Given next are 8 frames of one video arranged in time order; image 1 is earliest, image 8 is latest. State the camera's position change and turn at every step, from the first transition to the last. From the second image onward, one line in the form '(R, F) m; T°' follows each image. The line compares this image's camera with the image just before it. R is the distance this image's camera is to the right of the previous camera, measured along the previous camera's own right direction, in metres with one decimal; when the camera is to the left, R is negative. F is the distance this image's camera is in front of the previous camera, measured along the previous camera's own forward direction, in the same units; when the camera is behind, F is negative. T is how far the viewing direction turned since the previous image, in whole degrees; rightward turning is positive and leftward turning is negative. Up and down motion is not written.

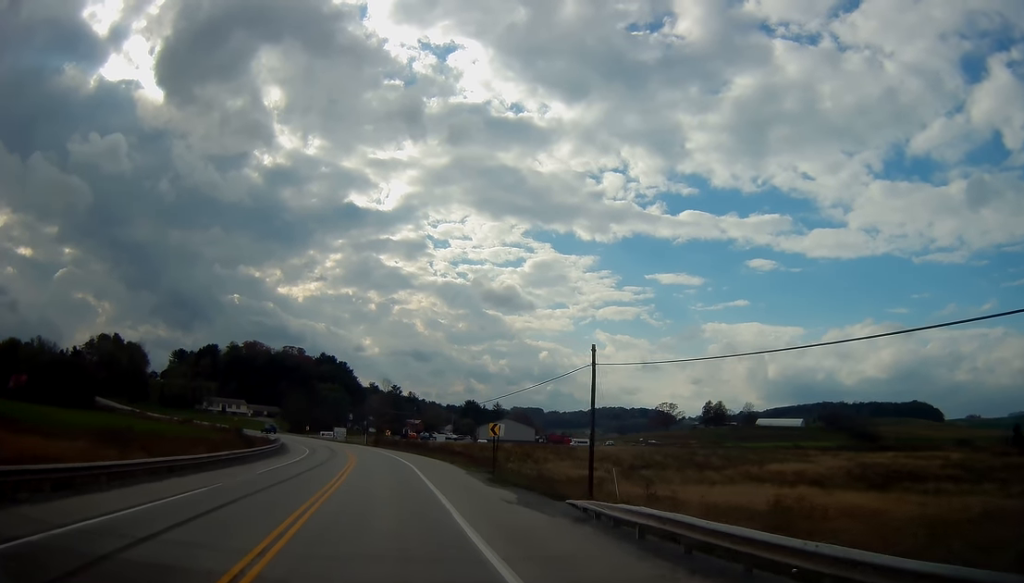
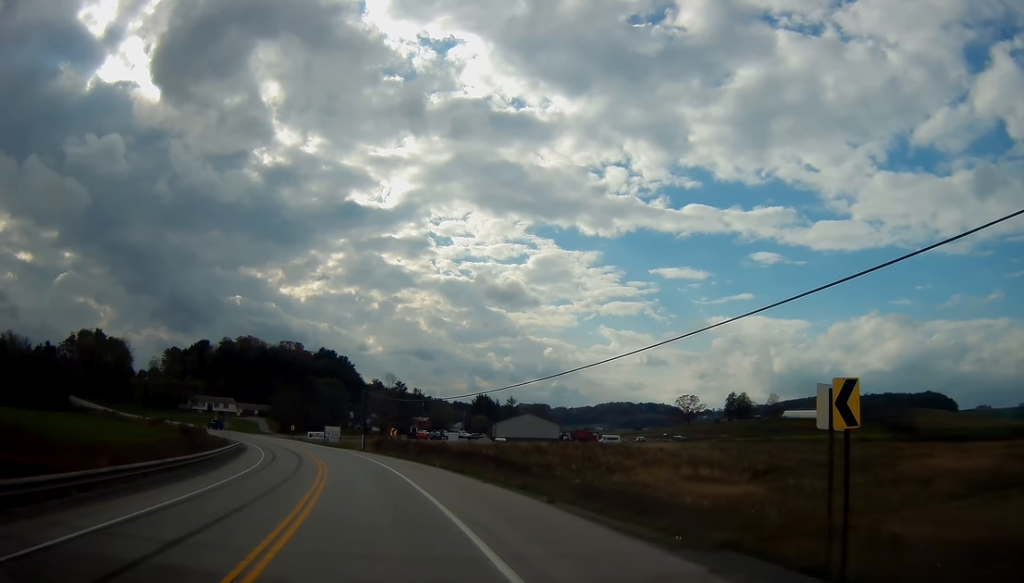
(-0.1, +25.8) m; 0°
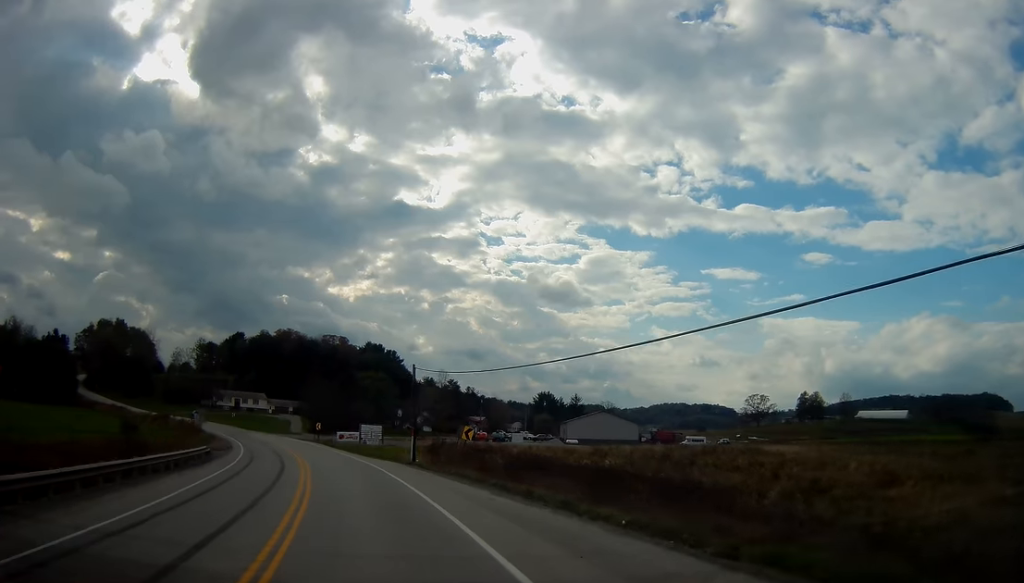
(-0.1, +25.2) m; -1°
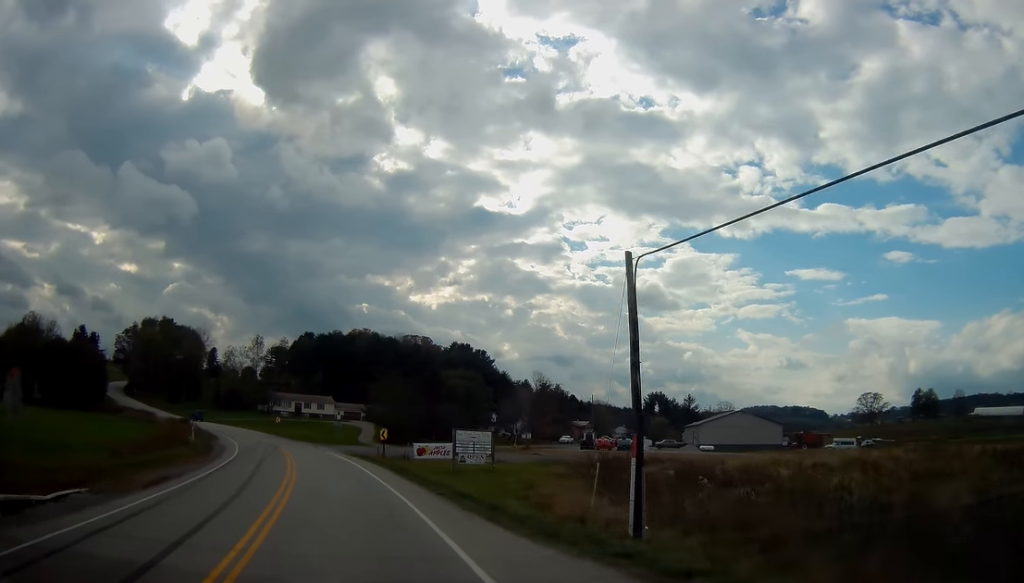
(-0.9, +30.2) m; -5°
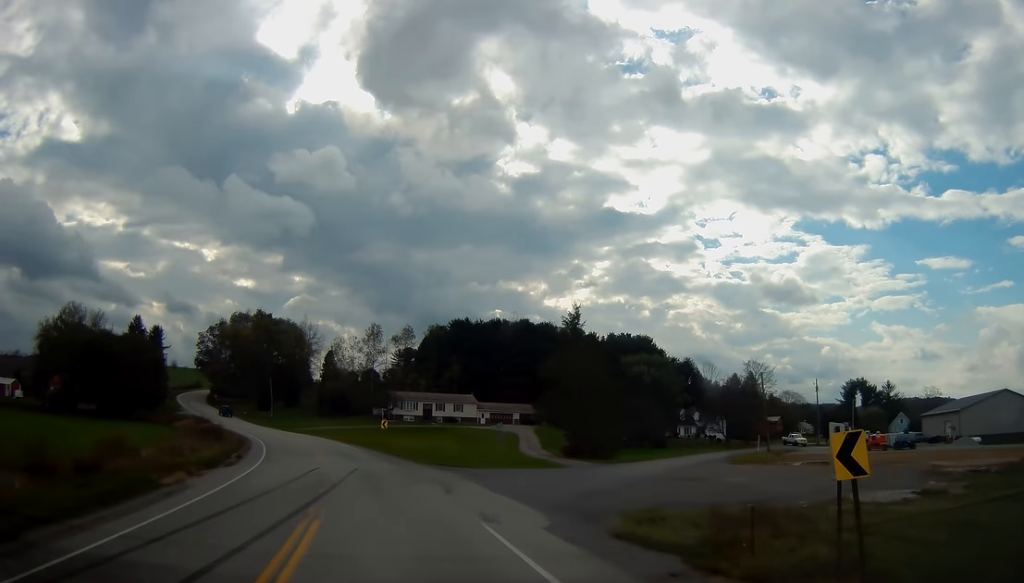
(-3.4, +39.2) m; -11°
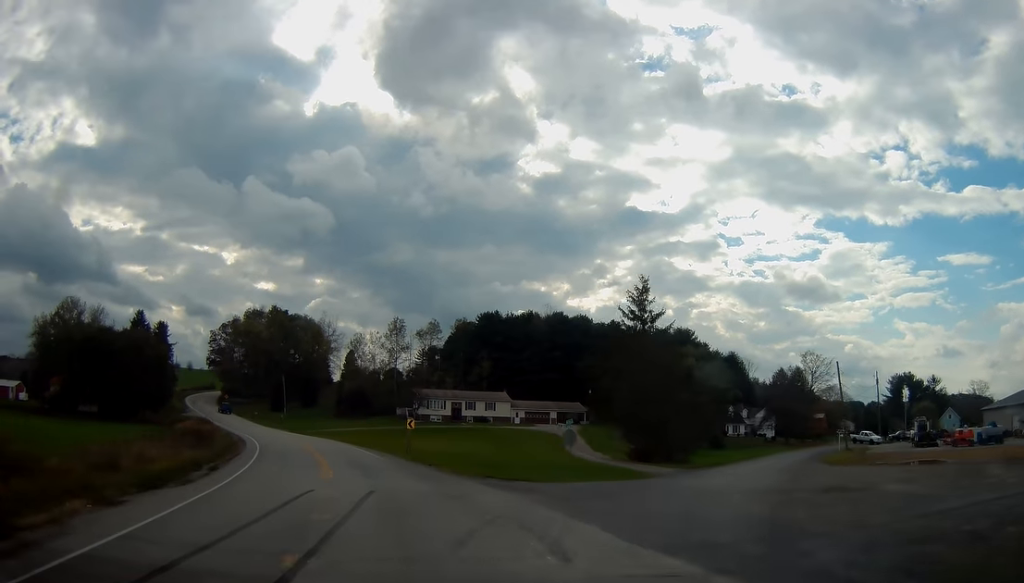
(-0.6, +10.8) m; -3°
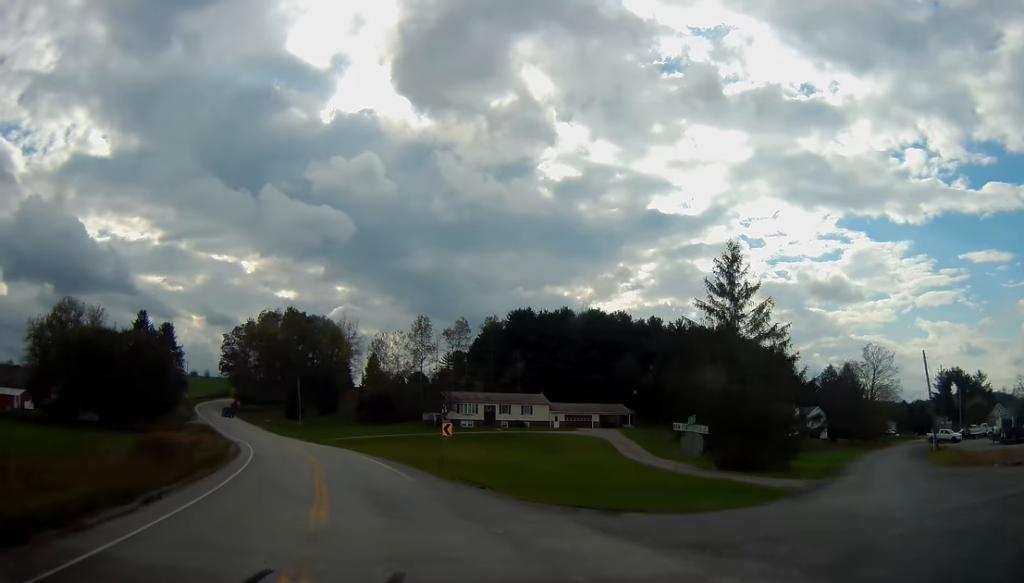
(-0.1, +10.1) m; -3°
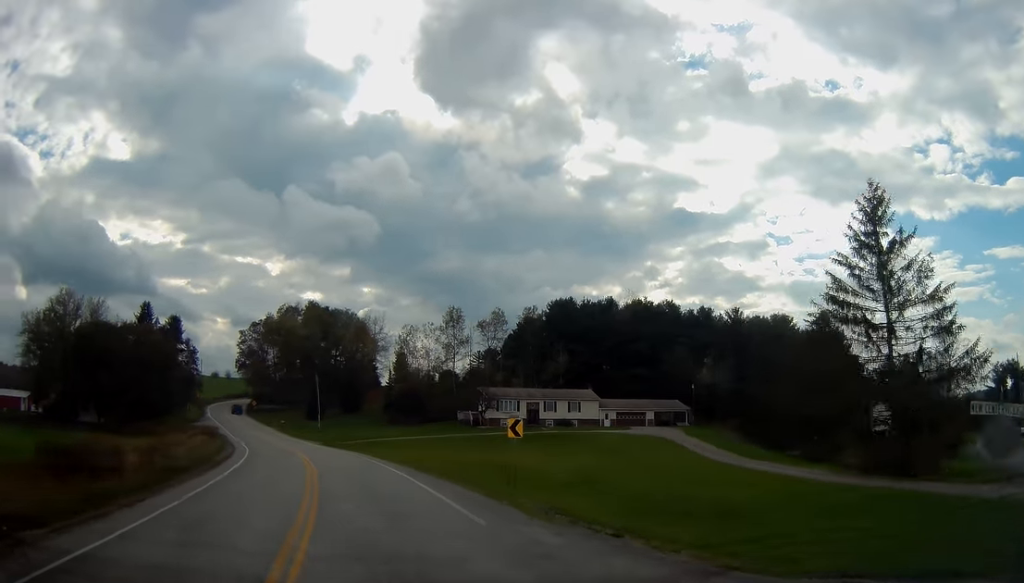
(-0.3, +10.9) m; -3°
